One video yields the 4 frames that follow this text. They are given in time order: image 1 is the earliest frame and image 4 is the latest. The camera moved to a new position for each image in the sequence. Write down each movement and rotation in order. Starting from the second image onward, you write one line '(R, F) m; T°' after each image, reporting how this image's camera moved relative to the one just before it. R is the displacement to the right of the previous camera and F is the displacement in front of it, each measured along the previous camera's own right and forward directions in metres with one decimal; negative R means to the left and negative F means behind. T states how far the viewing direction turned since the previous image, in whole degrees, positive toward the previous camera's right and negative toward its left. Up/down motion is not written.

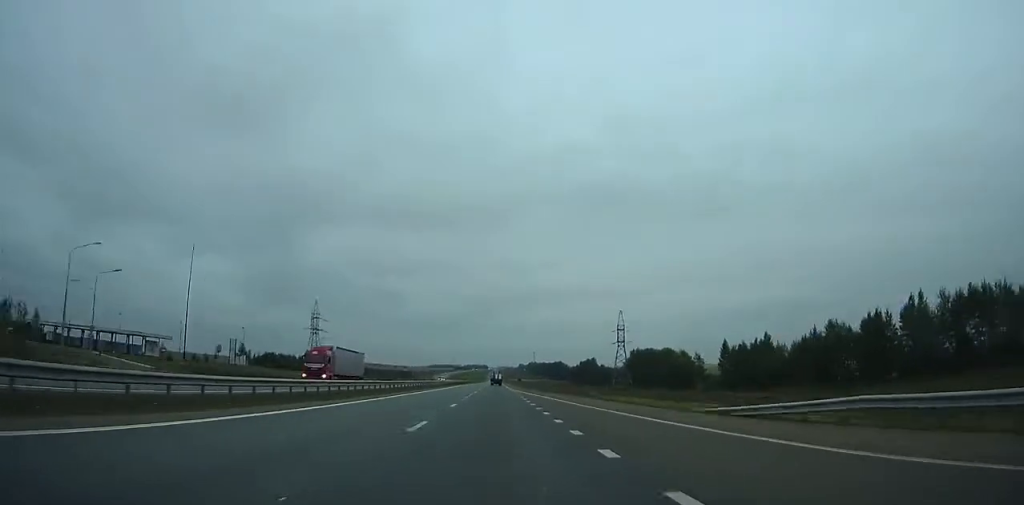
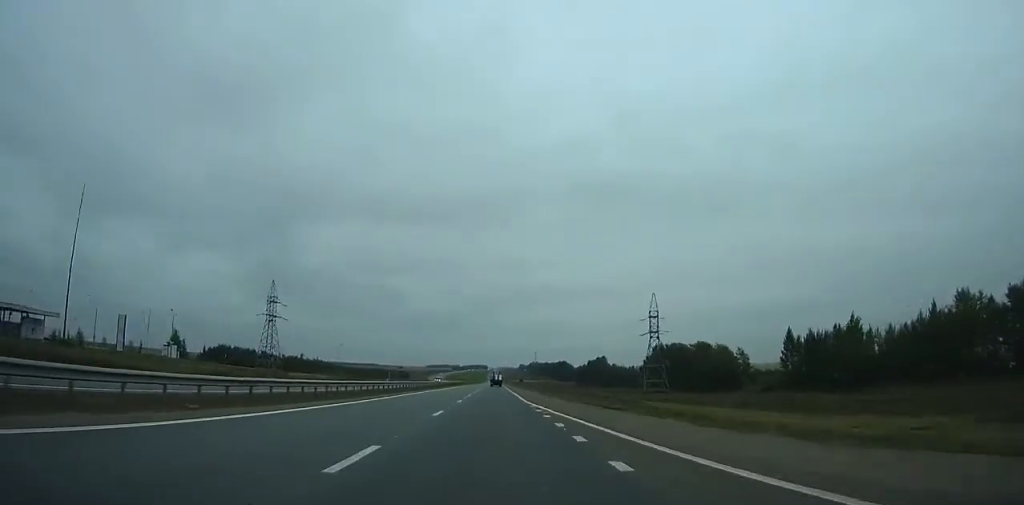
(0.0, +42.1) m; 0°
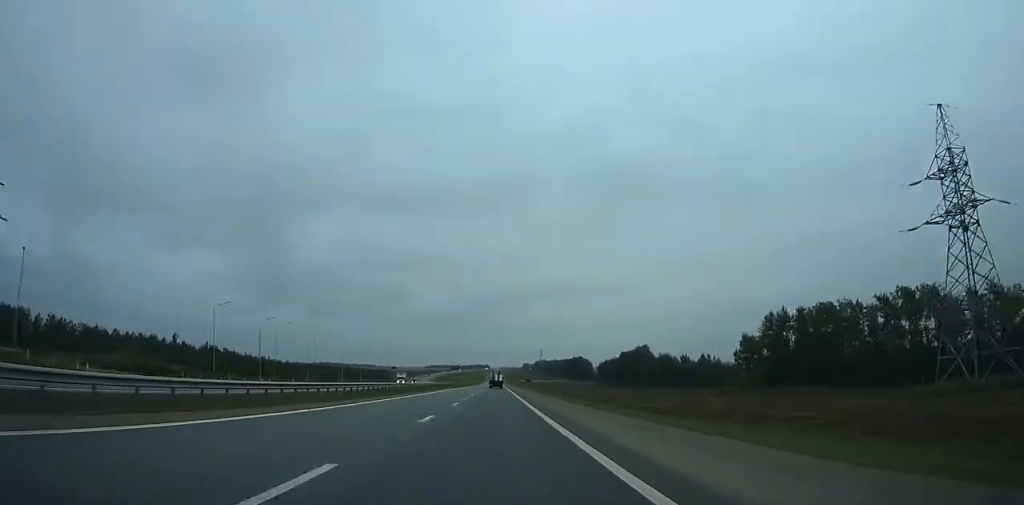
(-1.4, +109.8) m; 0°
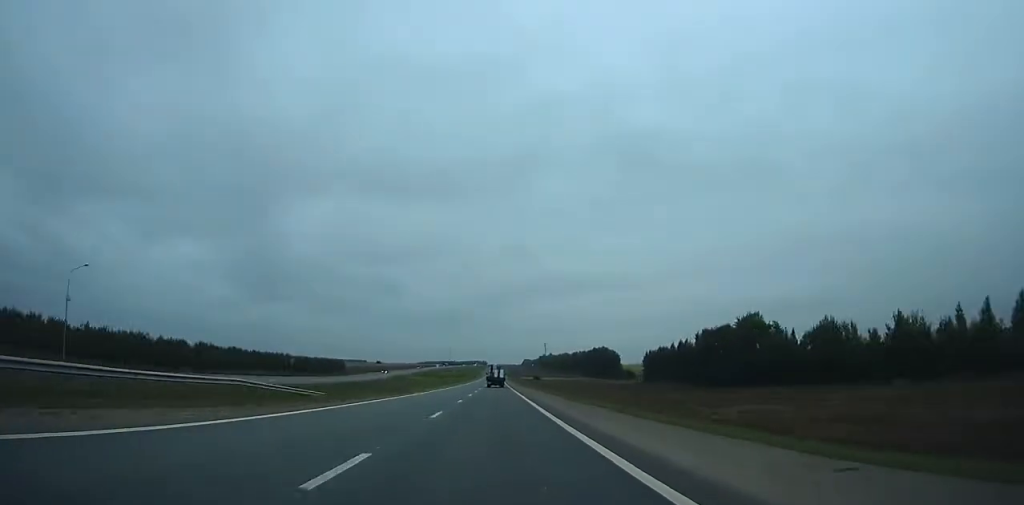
(+0.7, +130.2) m; 0°
